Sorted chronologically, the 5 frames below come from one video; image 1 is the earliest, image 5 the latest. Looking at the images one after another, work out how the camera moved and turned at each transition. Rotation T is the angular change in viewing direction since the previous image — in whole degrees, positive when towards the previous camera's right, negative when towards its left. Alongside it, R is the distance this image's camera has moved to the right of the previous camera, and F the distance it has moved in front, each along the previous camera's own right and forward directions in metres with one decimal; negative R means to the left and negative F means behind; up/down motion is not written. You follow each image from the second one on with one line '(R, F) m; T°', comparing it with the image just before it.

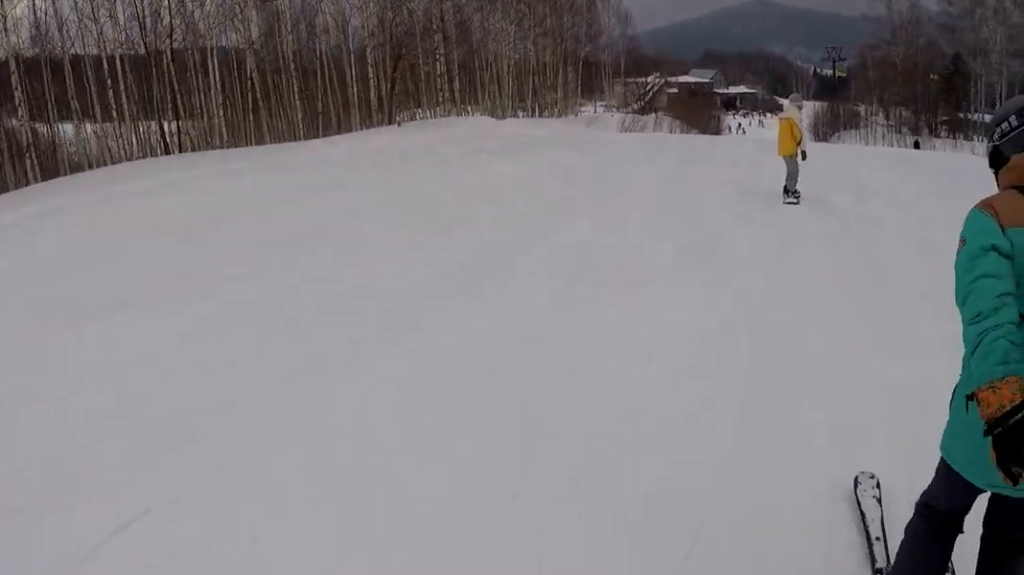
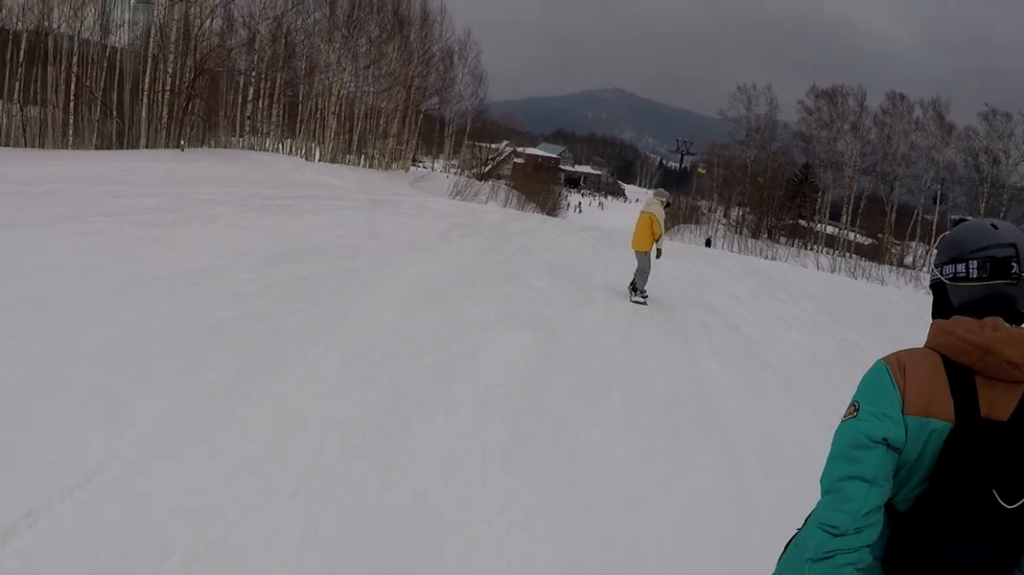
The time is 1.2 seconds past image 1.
(-0.4, +5.3) m; -4°
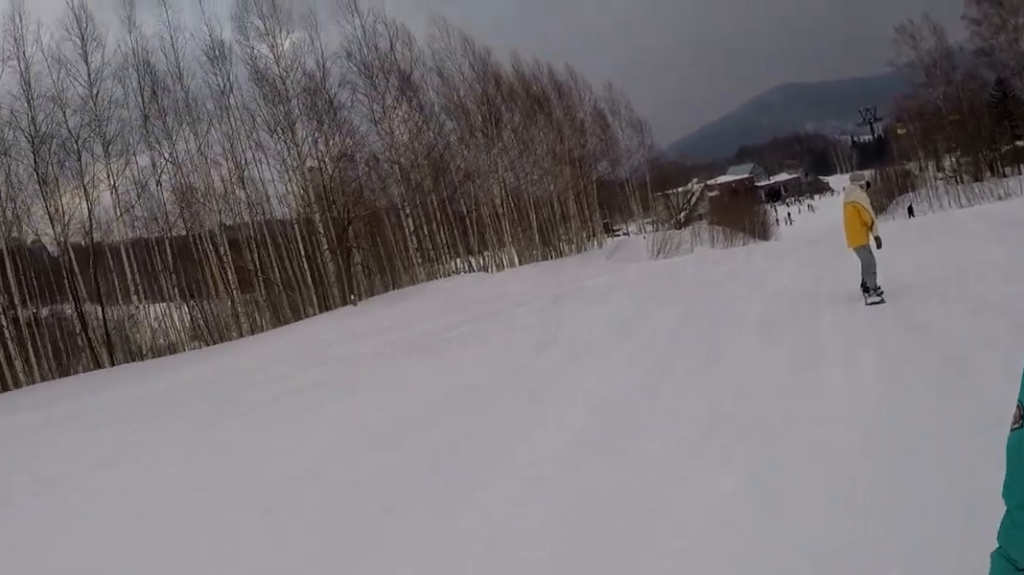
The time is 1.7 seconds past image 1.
(0.0, +2.2) m; +2°
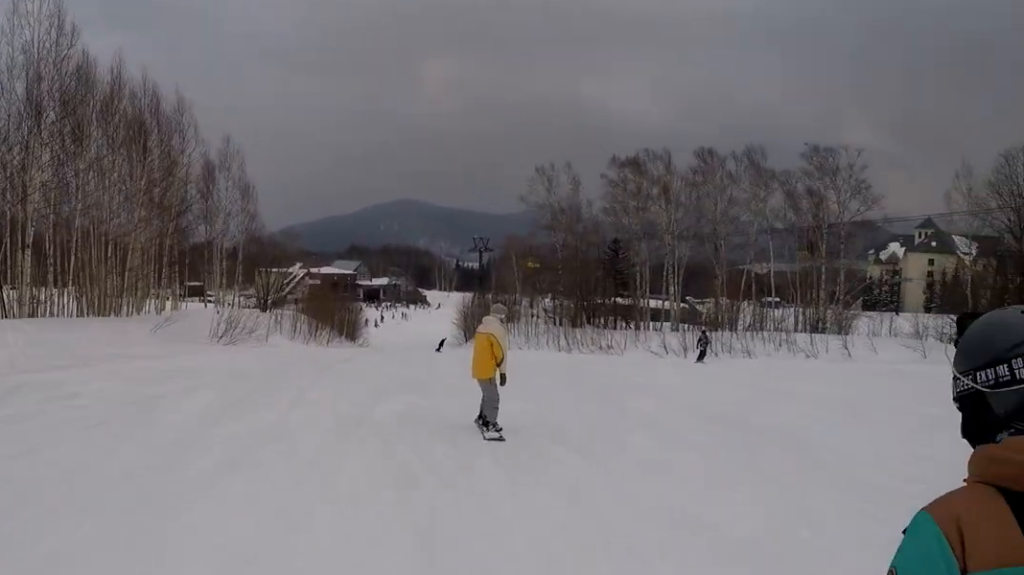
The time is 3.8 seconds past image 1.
(+1.4, +8.3) m; +17°
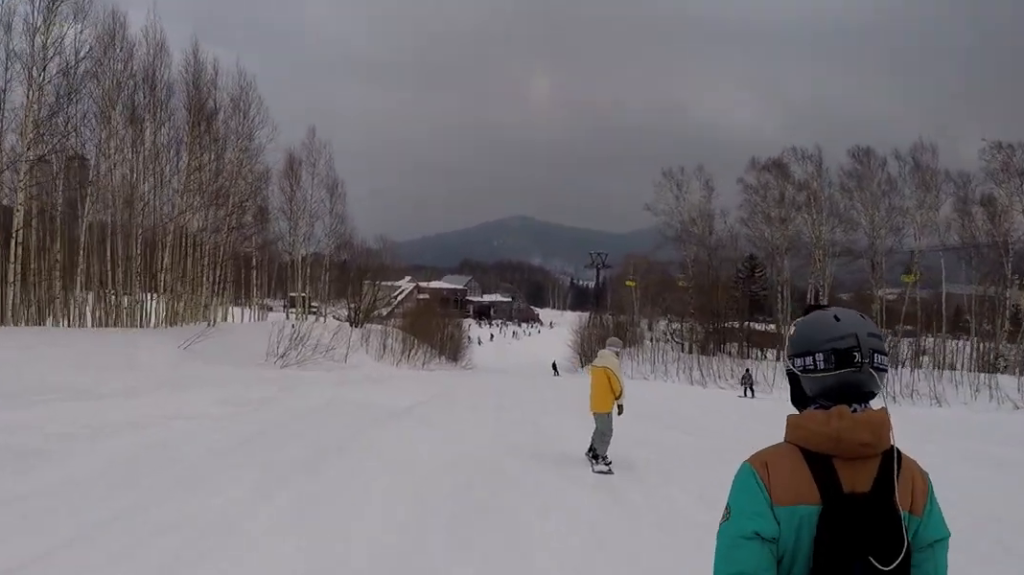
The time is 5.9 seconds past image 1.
(-0.3, +7.9) m; -4°
